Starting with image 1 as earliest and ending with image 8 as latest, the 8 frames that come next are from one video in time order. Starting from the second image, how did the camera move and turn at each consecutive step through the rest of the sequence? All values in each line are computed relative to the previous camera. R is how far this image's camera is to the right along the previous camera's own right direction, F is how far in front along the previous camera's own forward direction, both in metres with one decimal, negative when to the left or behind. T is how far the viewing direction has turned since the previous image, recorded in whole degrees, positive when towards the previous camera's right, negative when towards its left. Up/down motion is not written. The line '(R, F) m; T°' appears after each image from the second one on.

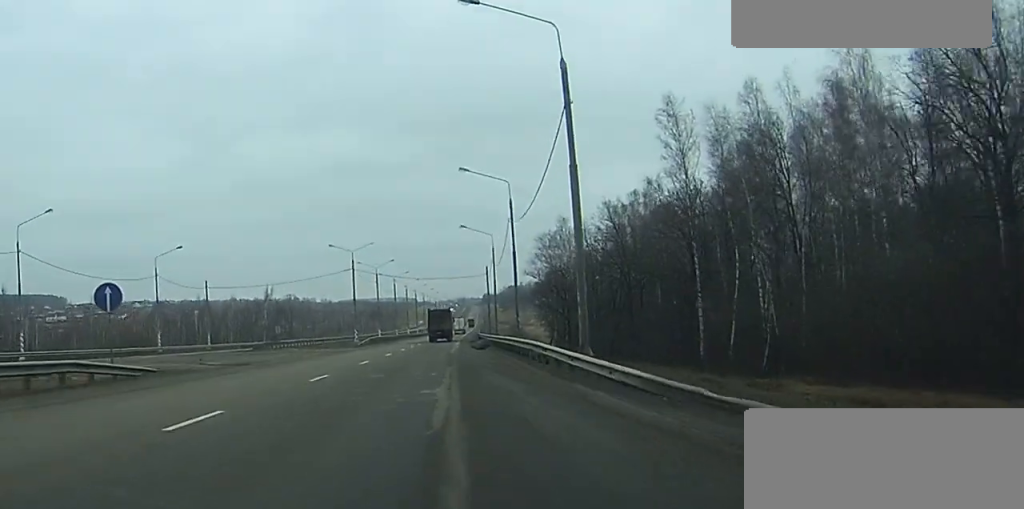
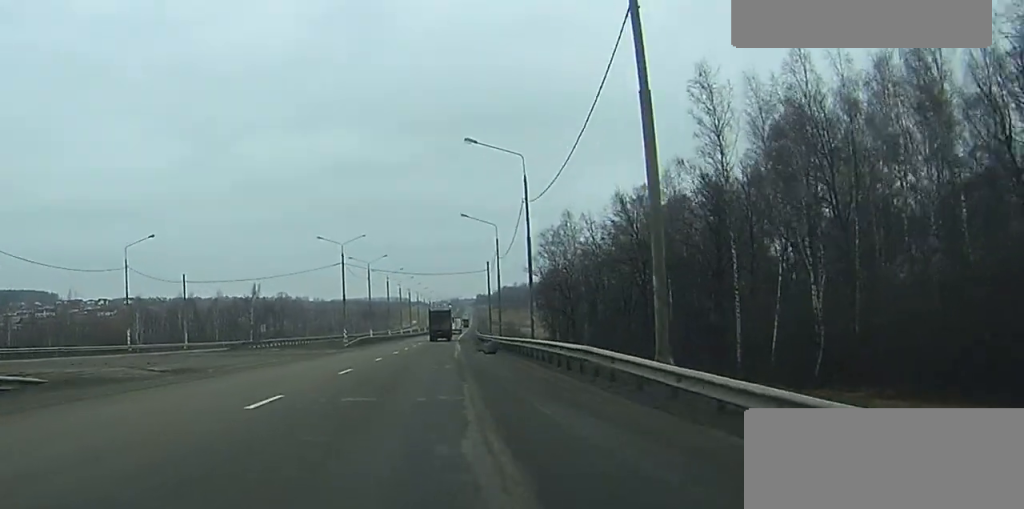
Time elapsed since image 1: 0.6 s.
(-0.1, +8.7) m; 0°
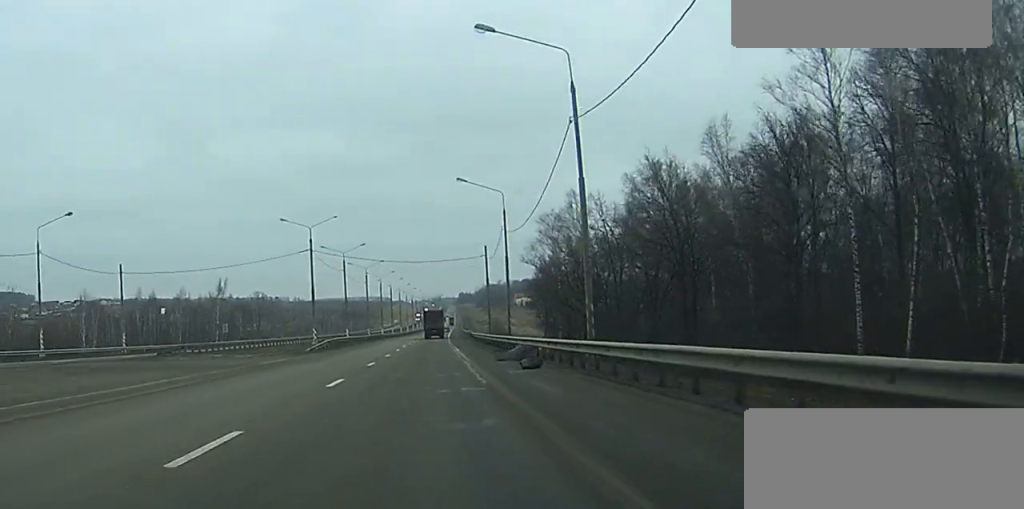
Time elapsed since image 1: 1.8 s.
(+0.2, +18.3) m; +1°
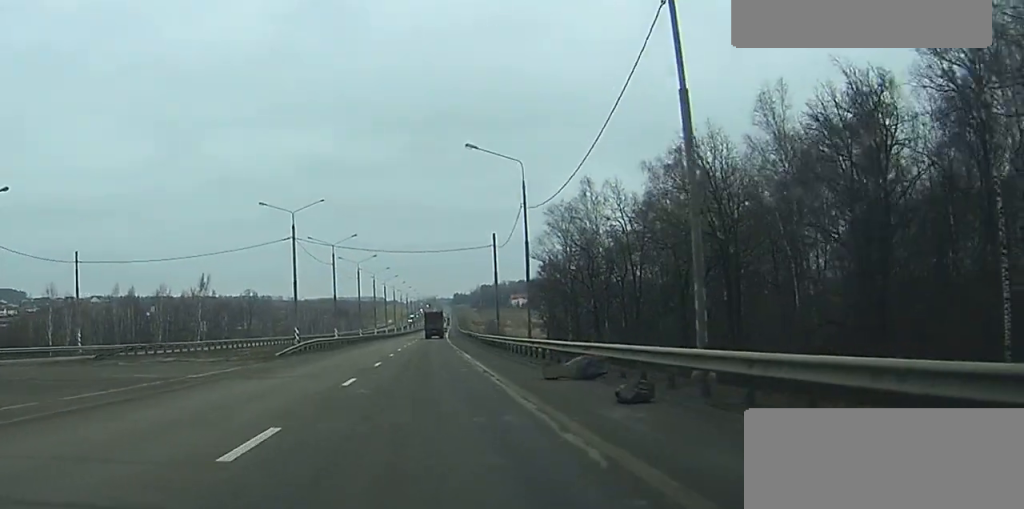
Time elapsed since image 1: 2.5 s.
(+0.1, +11.5) m; 0°
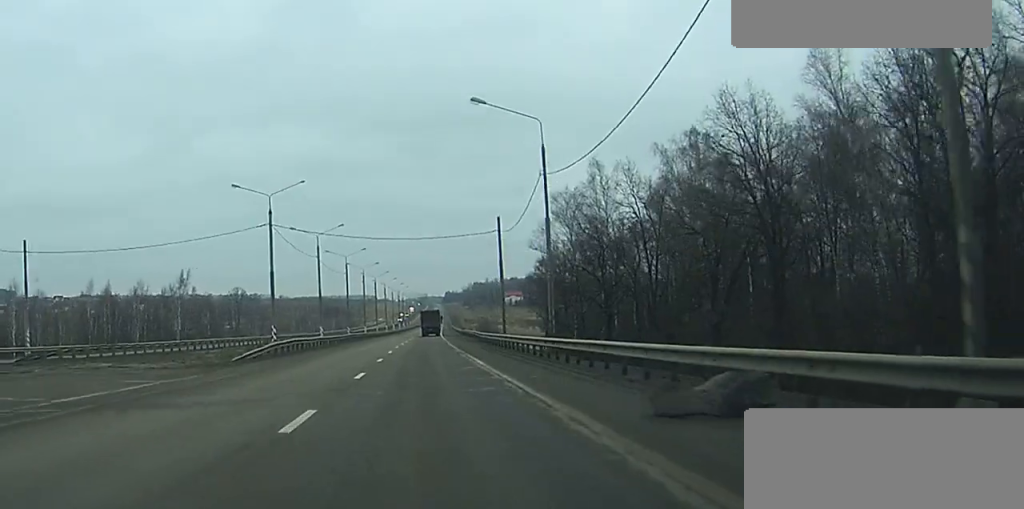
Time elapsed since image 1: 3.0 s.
(0.0, +9.6) m; 0°
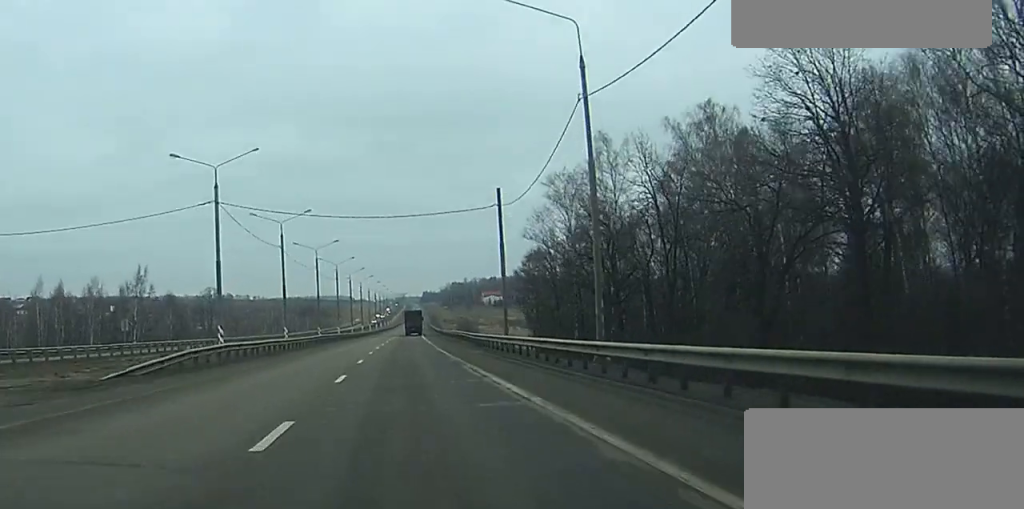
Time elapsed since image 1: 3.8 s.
(0.0, +13.3) m; +1°
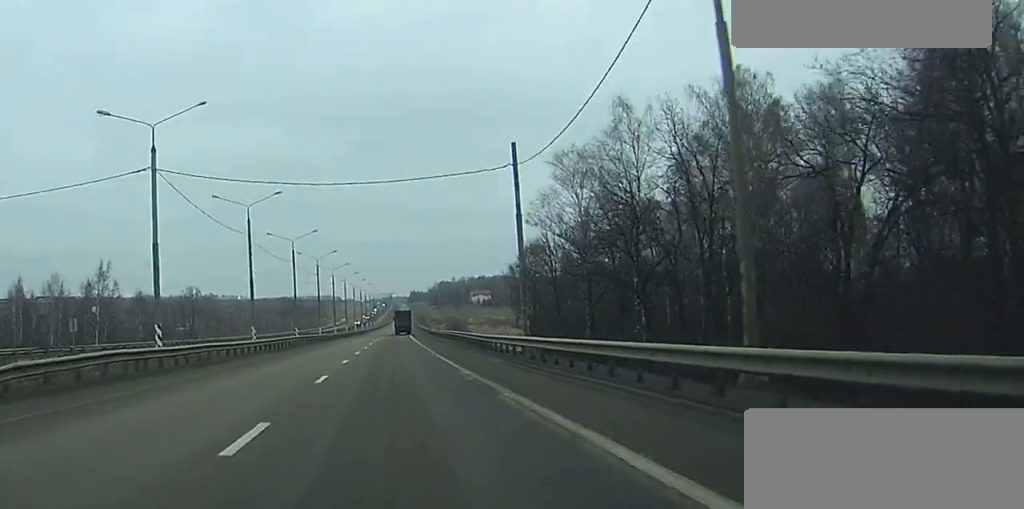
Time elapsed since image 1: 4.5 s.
(+0.1, +12.4) m; +1°
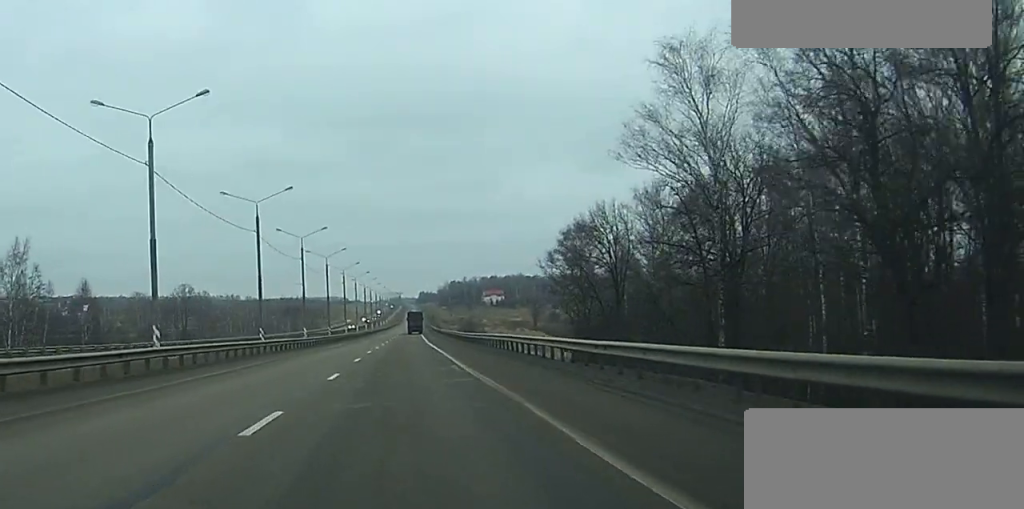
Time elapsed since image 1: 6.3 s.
(+0.4, +34.0) m; +1°
